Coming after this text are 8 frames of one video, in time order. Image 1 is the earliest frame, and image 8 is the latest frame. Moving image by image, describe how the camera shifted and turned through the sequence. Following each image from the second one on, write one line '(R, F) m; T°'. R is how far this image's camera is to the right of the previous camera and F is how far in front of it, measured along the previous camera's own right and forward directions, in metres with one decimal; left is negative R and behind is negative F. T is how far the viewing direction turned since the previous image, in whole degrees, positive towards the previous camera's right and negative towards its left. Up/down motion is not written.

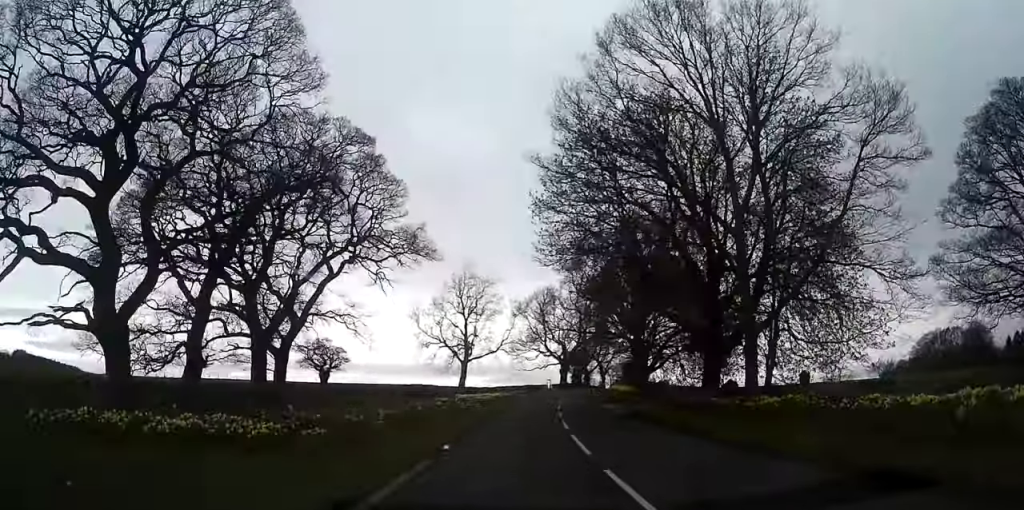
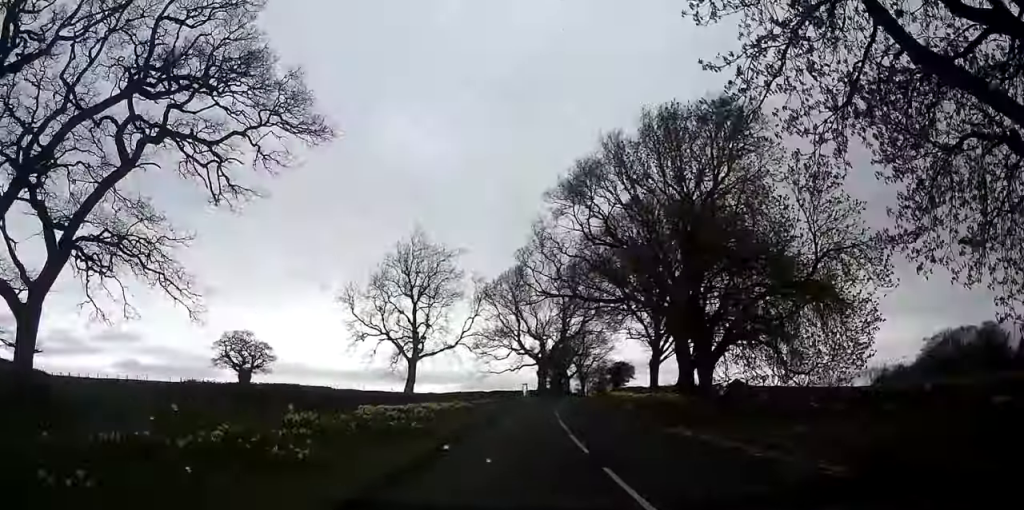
(+0.9, +26.4) m; +2°
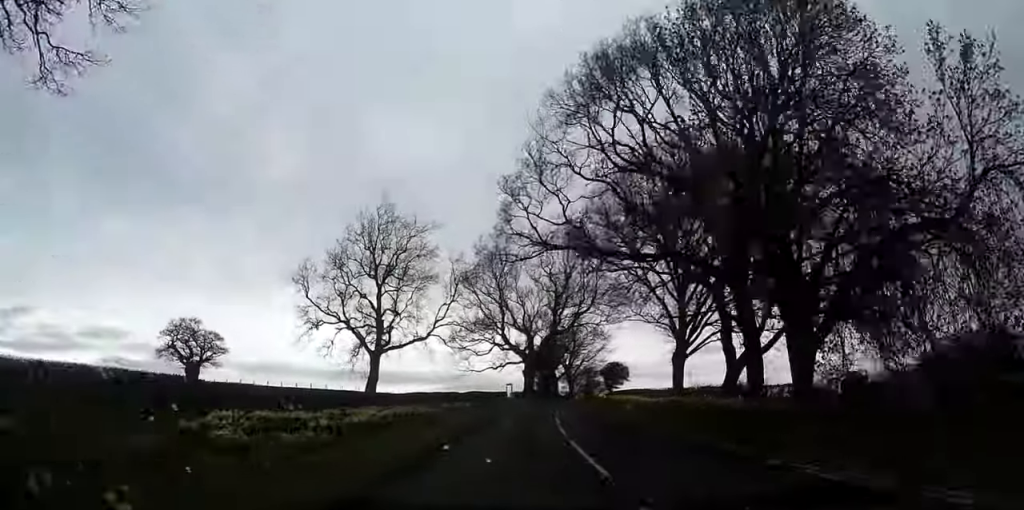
(0.0, +13.2) m; 0°
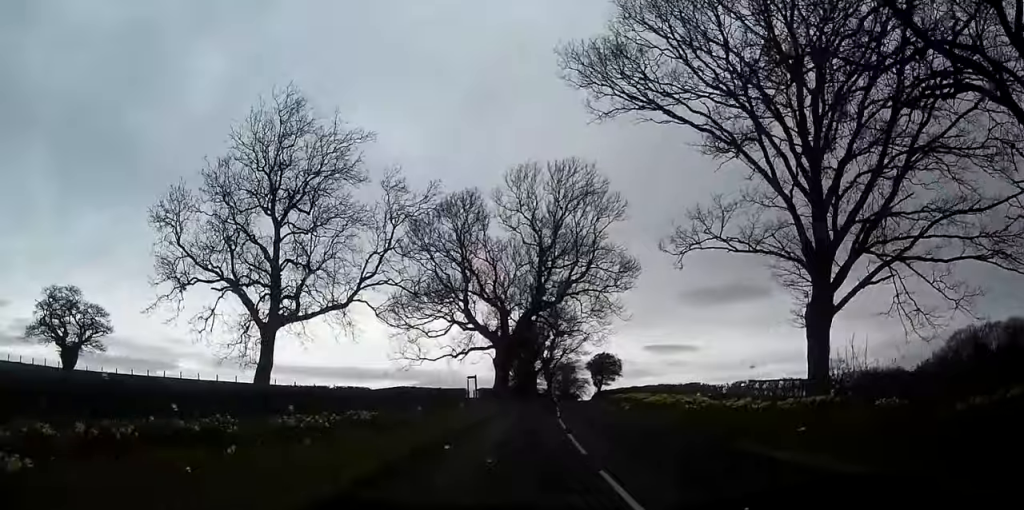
(0.0, +23.6) m; 0°
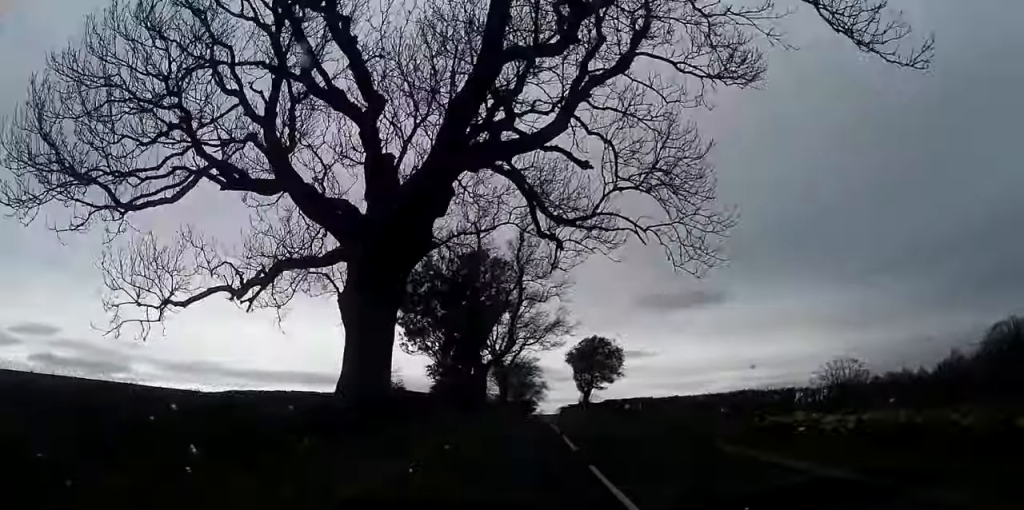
(+1.3, +42.9) m; +5°
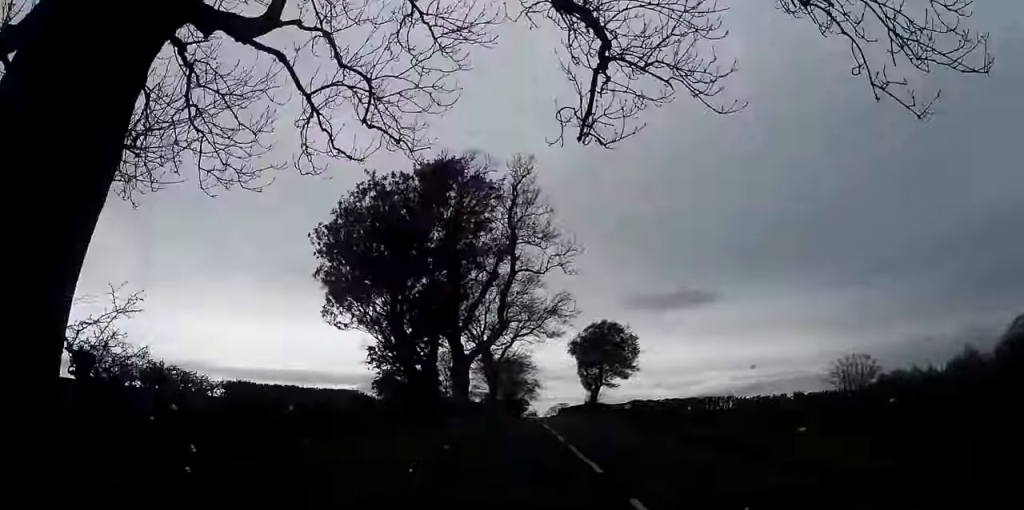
(+0.2, +13.3) m; +2°
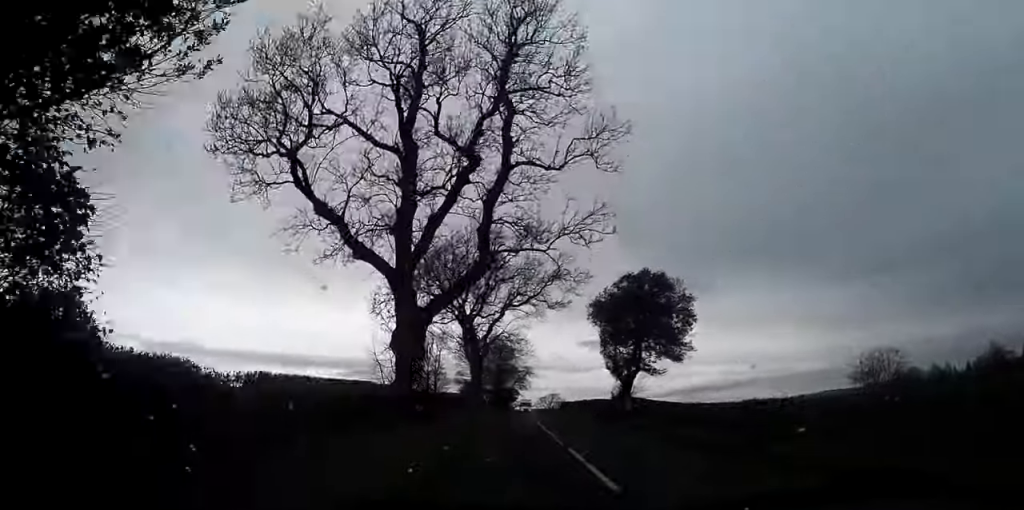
(+0.3, +20.4) m; +1°
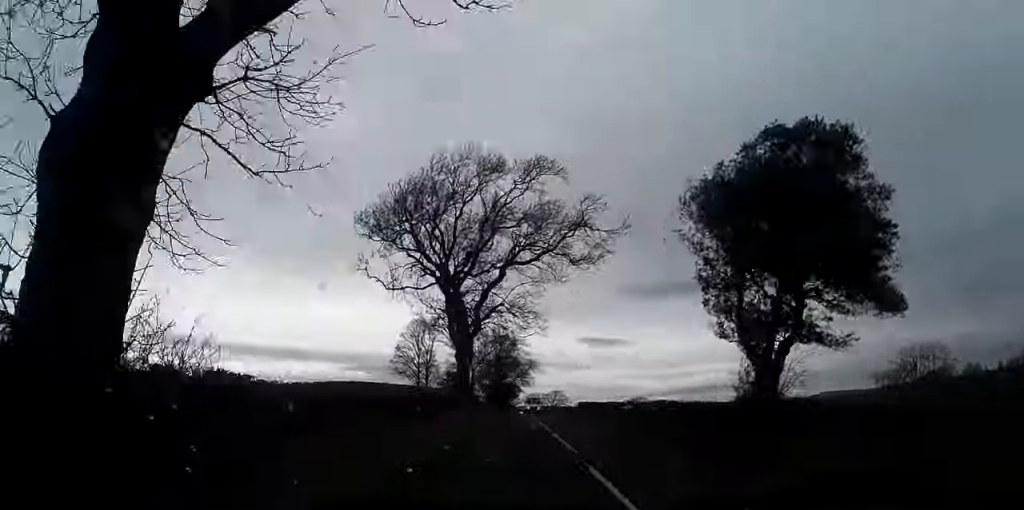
(+0.1, +21.2) m; 0°
